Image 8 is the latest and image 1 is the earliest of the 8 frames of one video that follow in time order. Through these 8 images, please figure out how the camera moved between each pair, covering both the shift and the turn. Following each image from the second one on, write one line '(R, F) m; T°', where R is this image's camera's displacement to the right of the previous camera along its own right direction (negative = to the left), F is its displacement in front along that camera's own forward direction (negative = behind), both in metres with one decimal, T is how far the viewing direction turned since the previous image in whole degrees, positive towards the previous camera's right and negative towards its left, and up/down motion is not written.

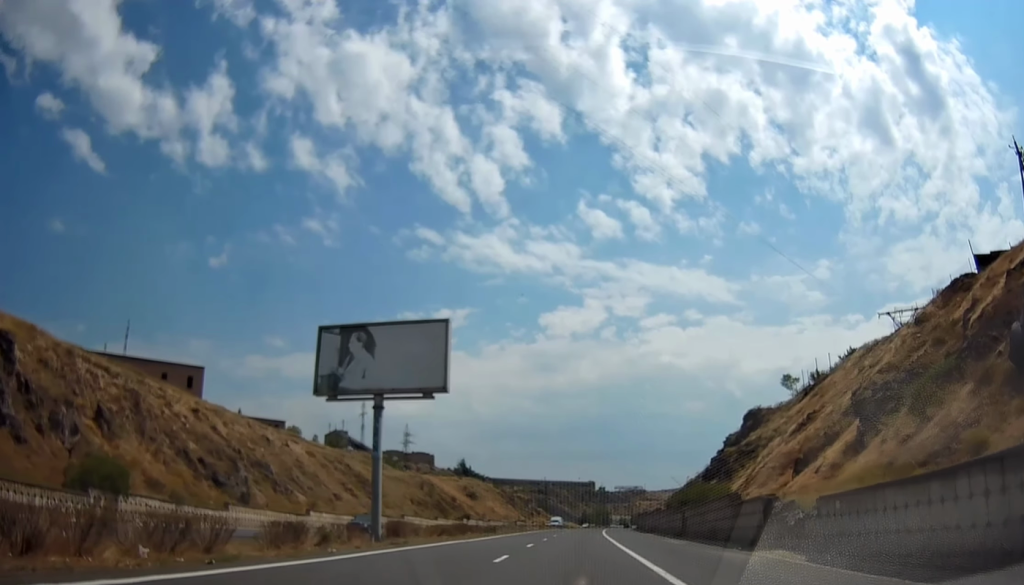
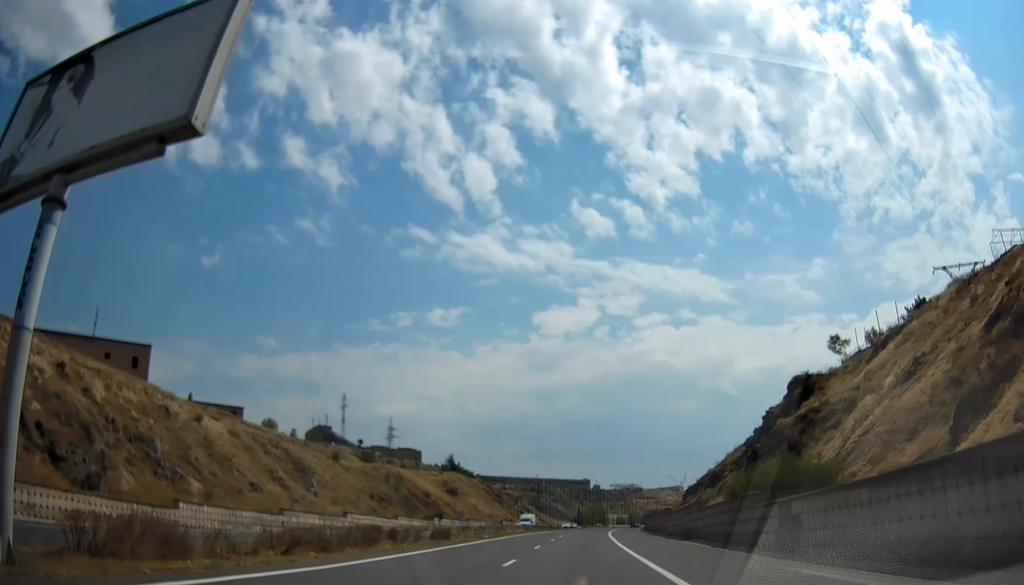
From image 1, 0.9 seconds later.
(0.0, +20.9) m; 0°
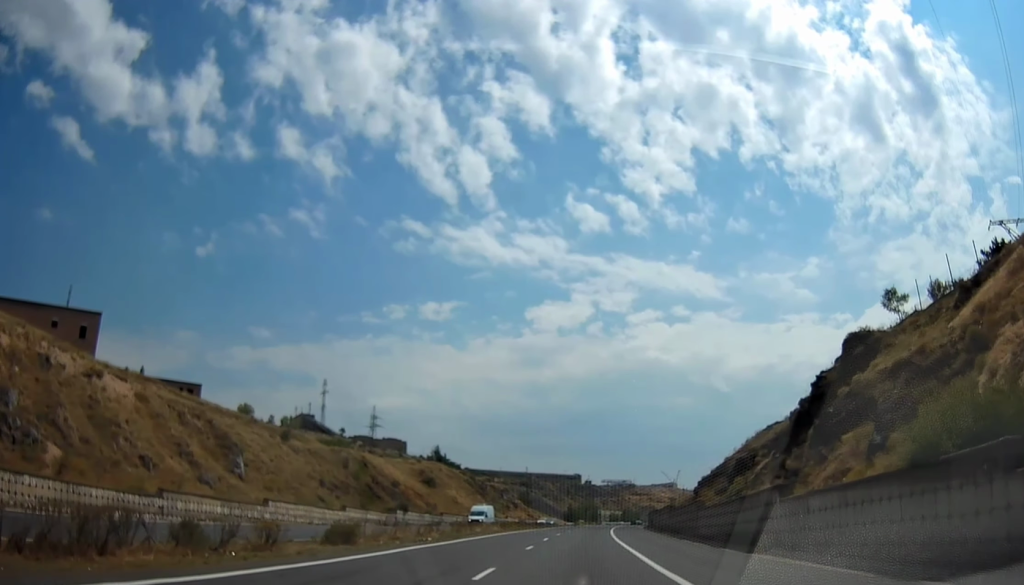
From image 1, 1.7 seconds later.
(0.0, +16.4) m; 0°
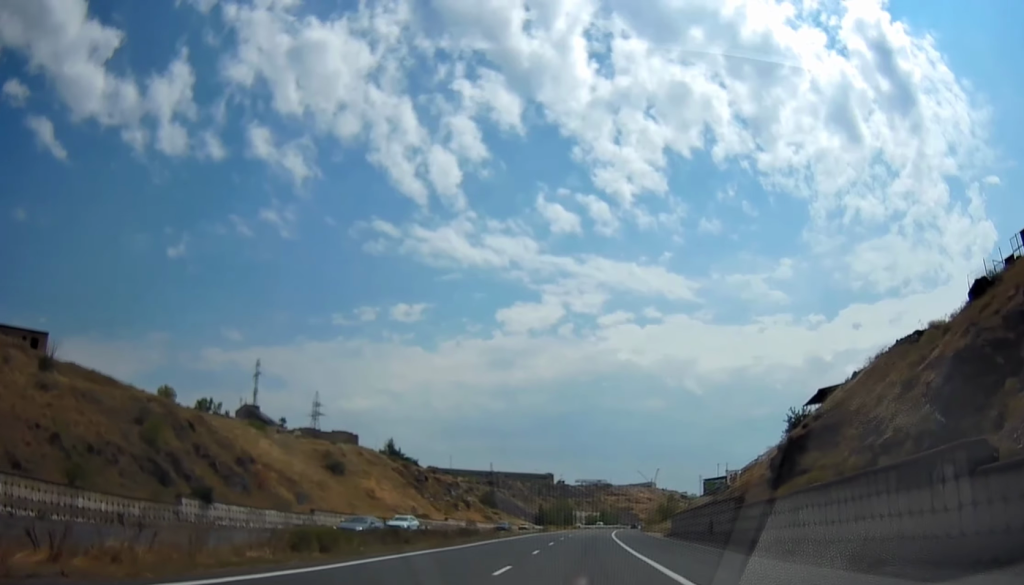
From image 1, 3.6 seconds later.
(0.0, +43.1) m; 0°
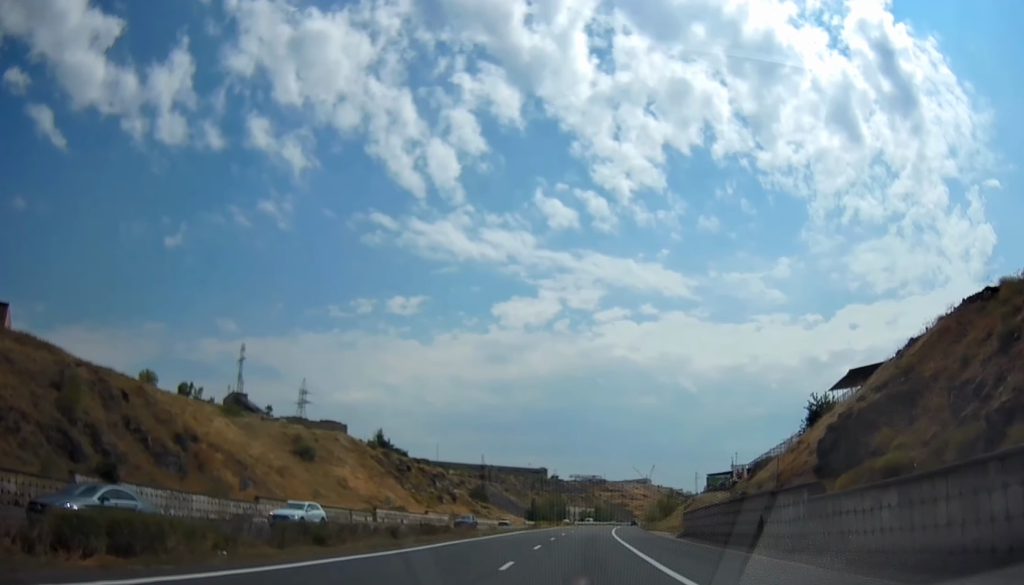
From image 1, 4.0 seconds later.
(-0.1, +9.9) m; 0°
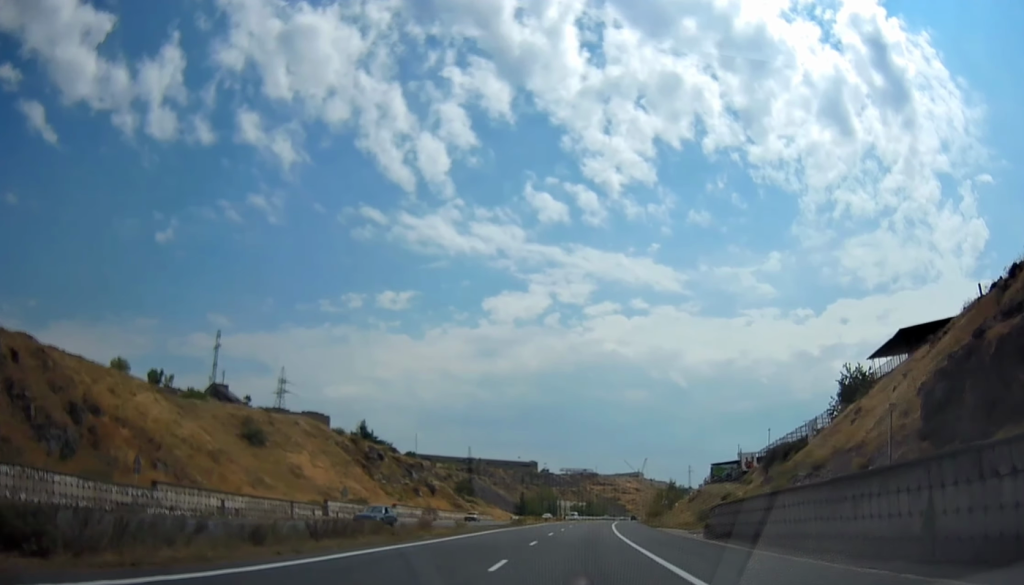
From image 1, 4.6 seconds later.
(+0.1, +12.7) m; +1°
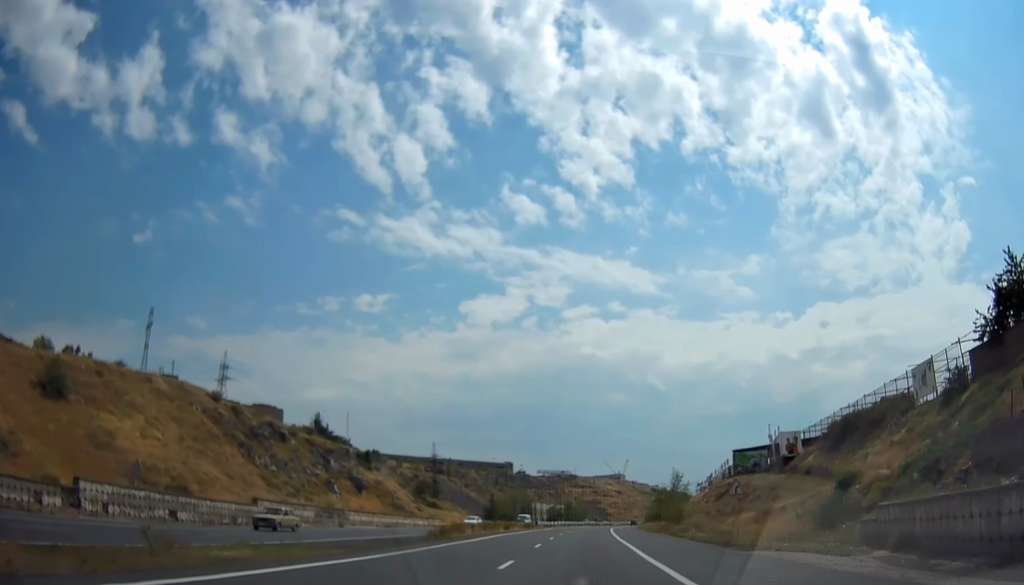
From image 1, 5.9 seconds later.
(+0.9, +32.2) m; +2°
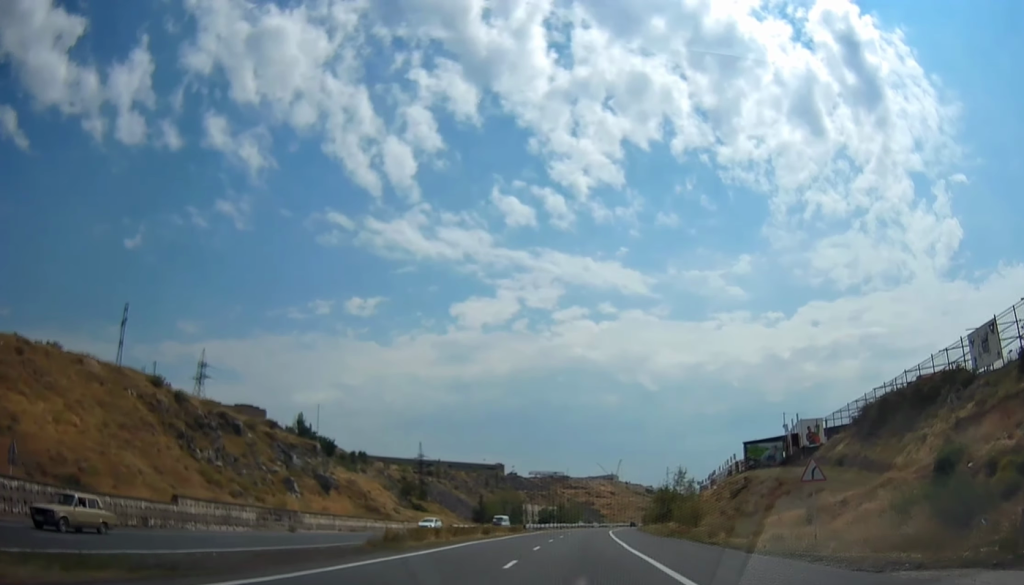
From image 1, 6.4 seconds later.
(+0.1, +10.1) m; +1°
